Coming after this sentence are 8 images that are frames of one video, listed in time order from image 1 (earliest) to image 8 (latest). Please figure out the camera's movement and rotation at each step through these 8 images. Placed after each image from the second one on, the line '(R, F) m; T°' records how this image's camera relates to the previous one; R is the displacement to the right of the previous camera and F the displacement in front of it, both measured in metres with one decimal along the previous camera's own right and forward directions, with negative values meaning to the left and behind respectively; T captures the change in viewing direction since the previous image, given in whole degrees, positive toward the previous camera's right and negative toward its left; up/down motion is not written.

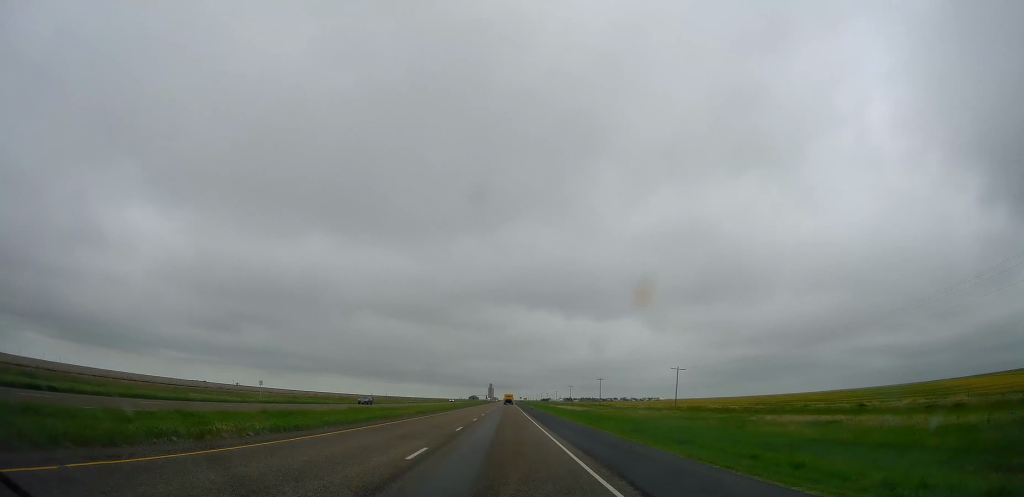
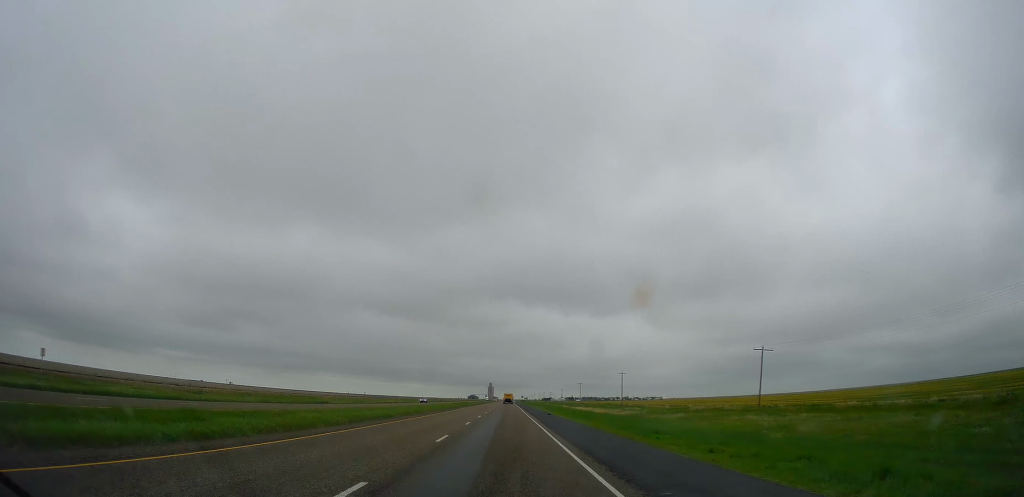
(-0.3, +43.8) m; -1°
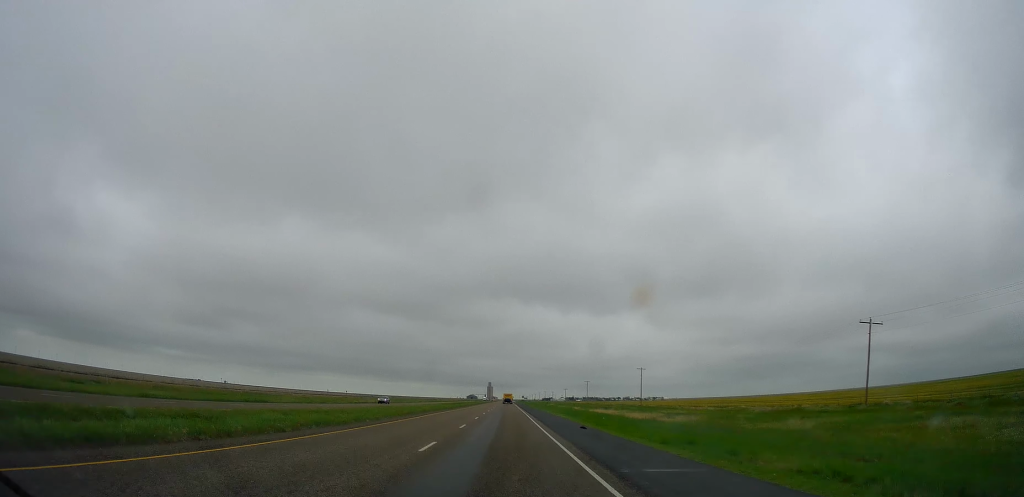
(0.0, +26.9) m; 0°
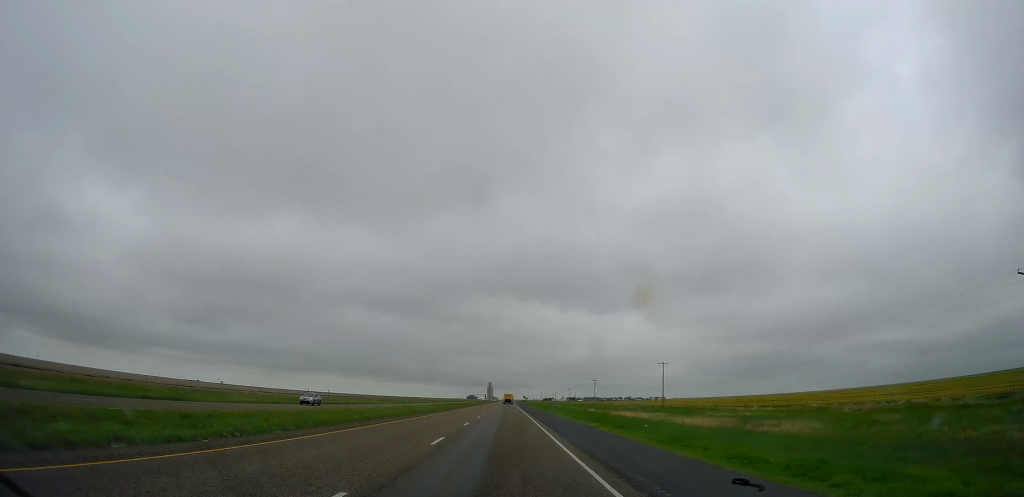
(+0.2, +23.1) m; 0°
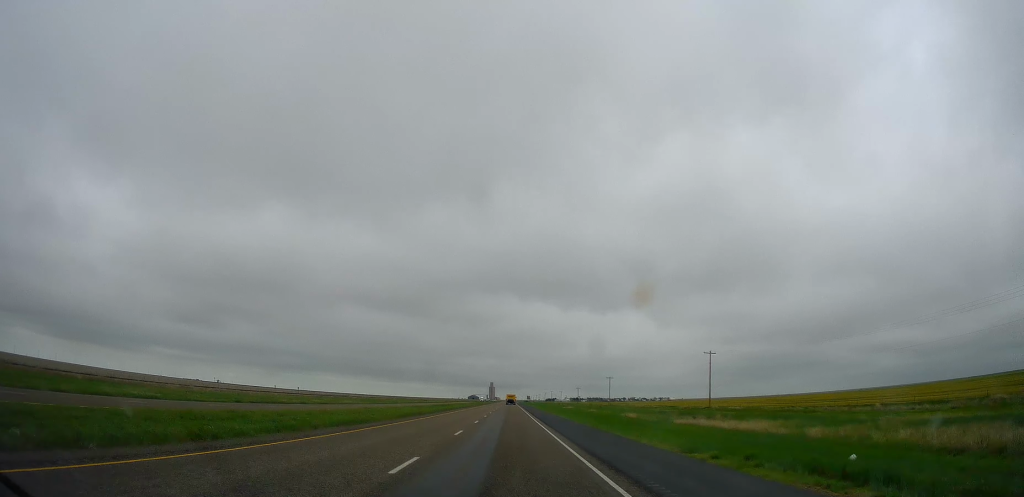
(-0.3, +32.0) m; 0°
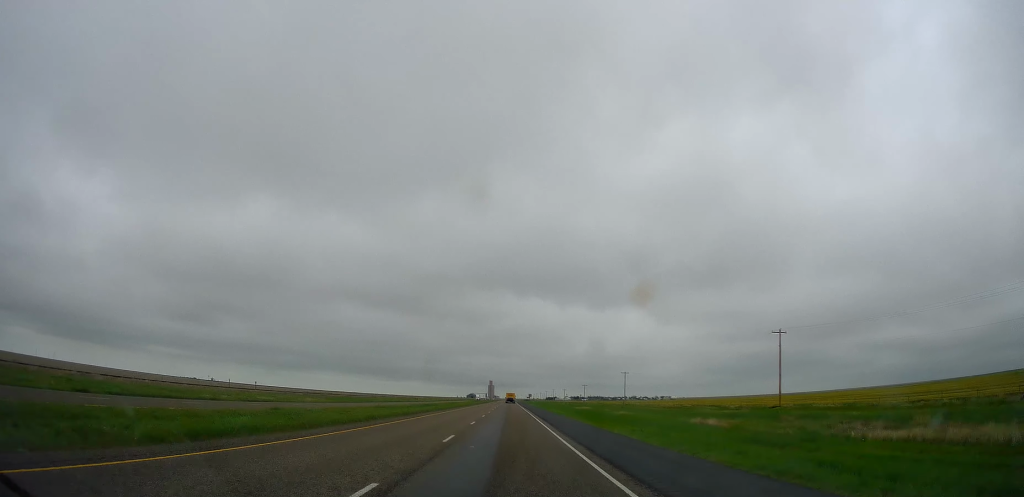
(+0.4, +29.0) m; 0°
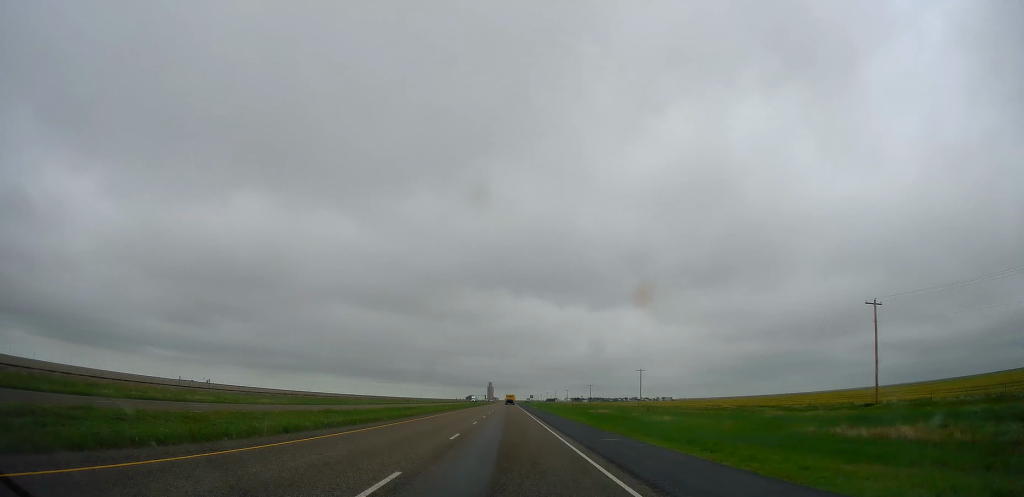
(-0.3, +22.3) m; -1°
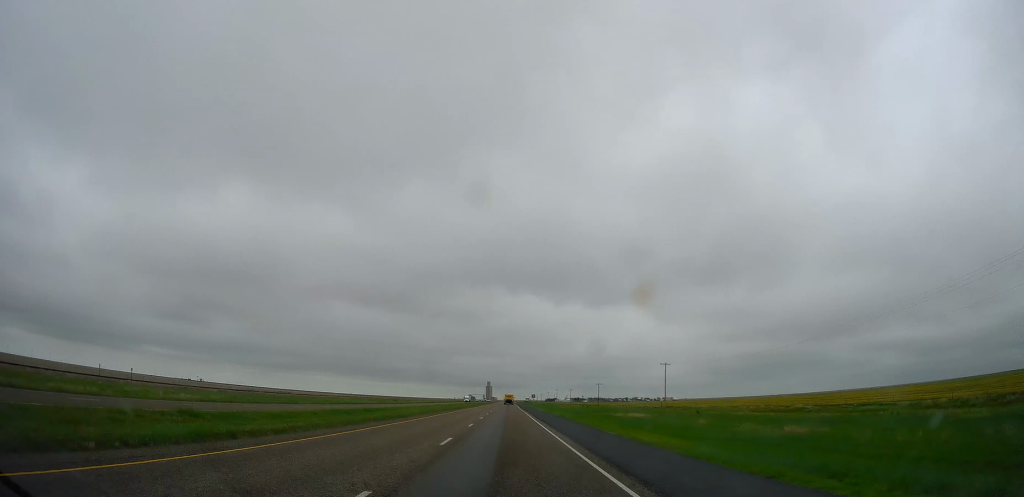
(-0.1, +27.2) m; +1°
